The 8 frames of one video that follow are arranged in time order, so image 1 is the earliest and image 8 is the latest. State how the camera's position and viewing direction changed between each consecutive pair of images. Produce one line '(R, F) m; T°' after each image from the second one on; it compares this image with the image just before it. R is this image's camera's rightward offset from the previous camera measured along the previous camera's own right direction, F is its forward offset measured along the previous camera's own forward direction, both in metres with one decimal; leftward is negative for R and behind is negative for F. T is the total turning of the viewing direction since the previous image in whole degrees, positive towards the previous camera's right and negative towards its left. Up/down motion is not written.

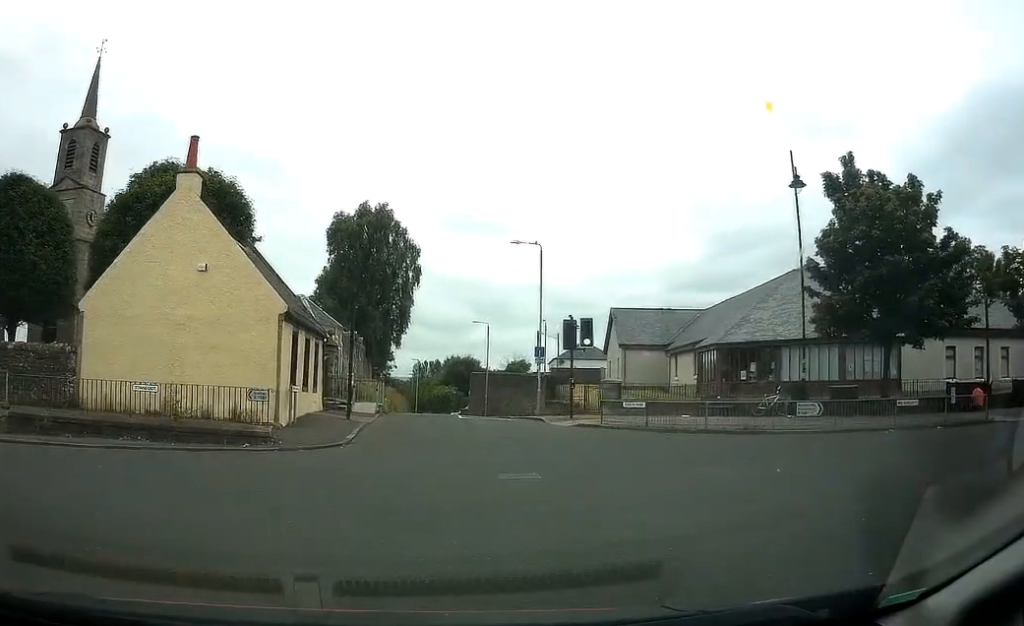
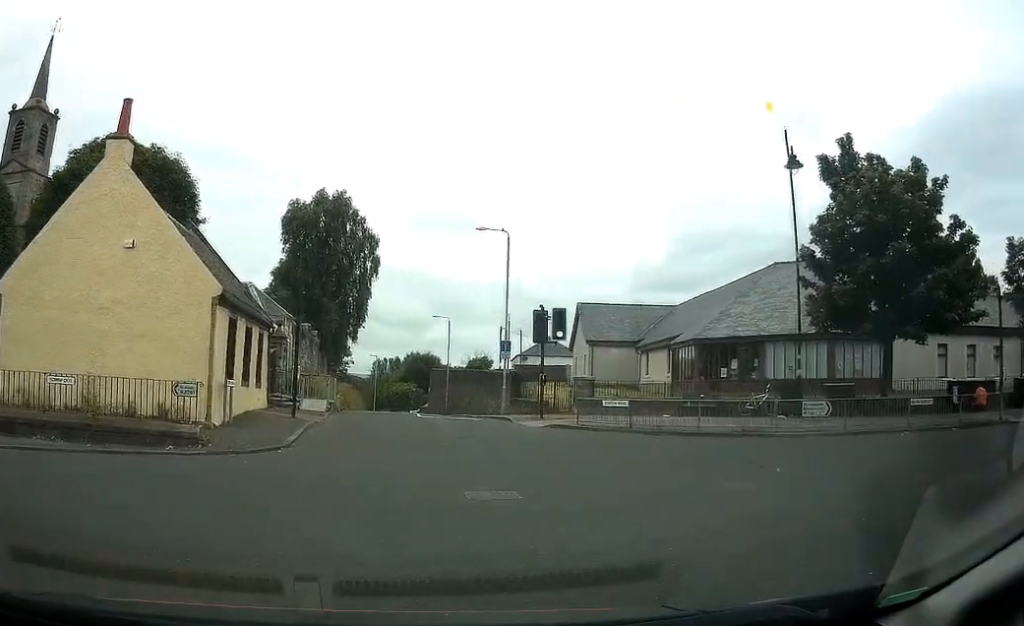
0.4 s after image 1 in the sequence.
(-0.1, +2.5) m; +2°
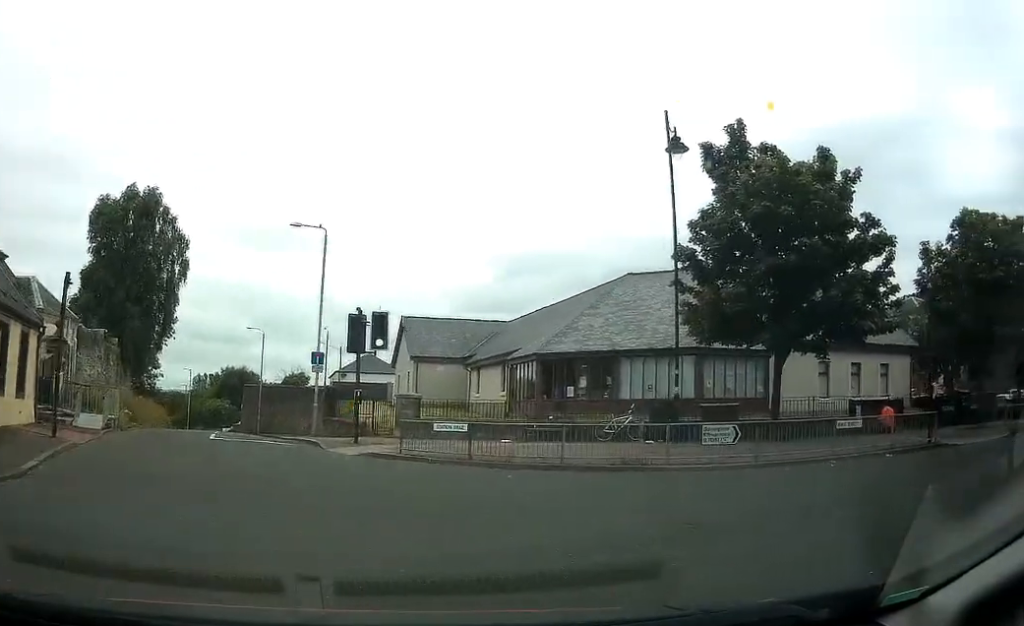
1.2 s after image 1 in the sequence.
(+0.3, +4.0) m; +16°
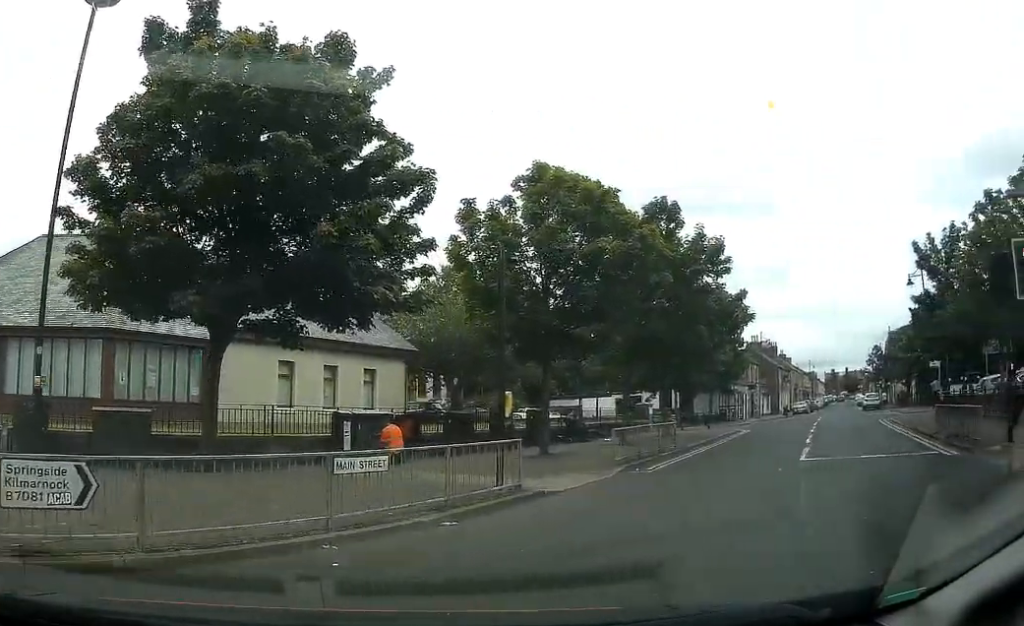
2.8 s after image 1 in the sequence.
(+2.9, +7.2) m; +40°
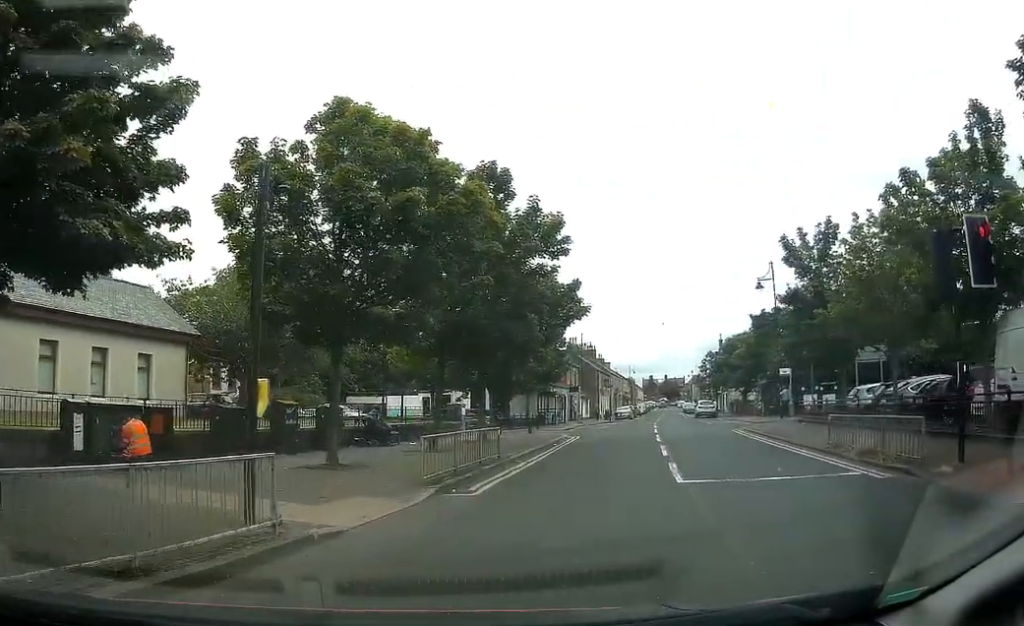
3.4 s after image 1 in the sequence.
(+0.3, +3.6) m; +15°
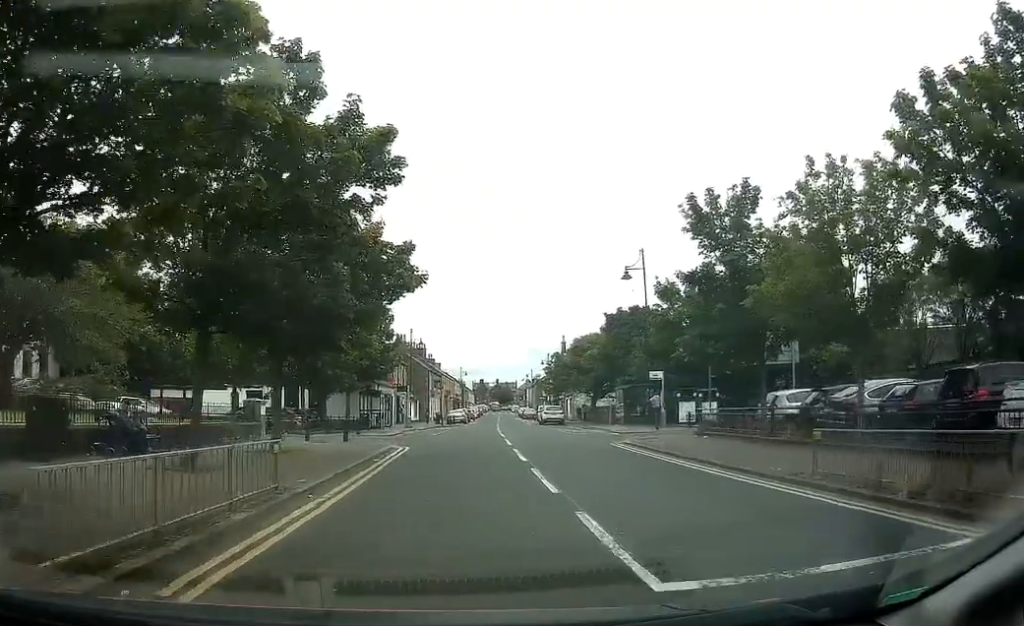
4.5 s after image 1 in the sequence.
(+1.0, +6.2) m; +13°
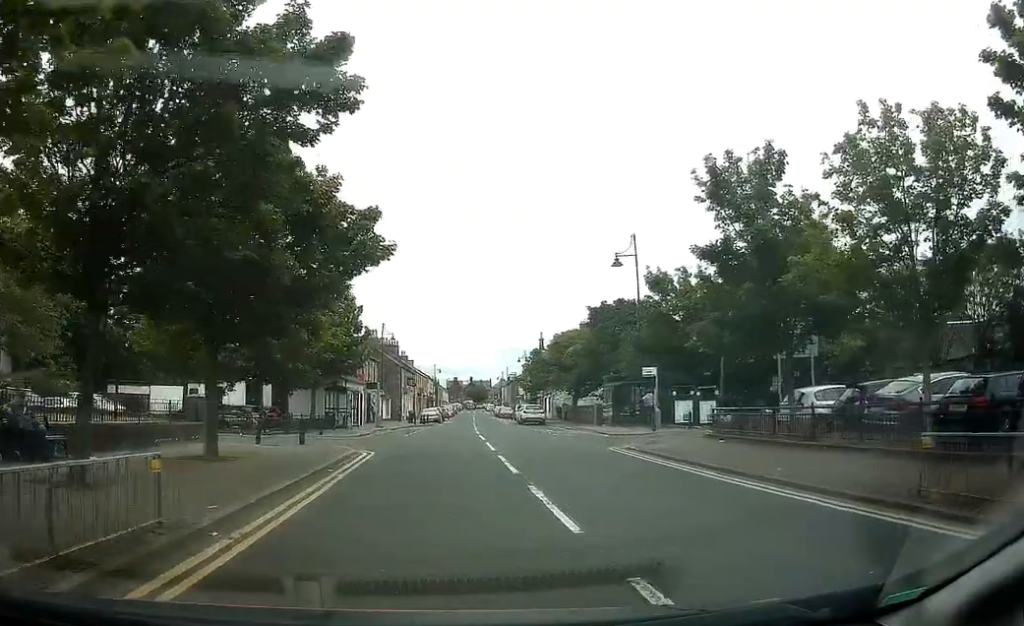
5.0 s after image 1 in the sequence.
(+0.2, +3.4) m; +4°
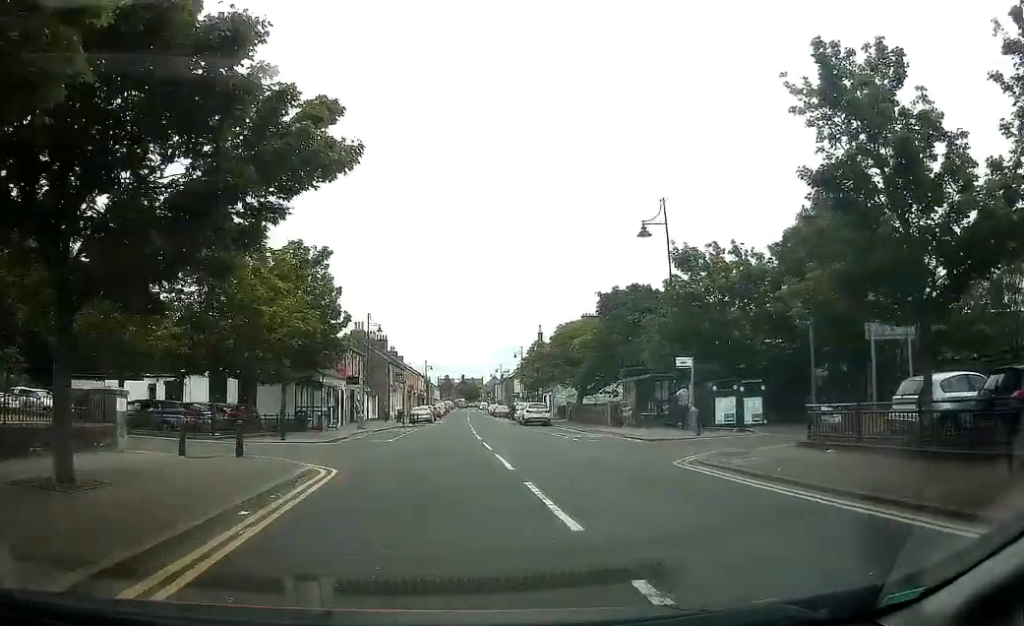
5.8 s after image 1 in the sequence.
(+0.3, +5.9) m; +3°
